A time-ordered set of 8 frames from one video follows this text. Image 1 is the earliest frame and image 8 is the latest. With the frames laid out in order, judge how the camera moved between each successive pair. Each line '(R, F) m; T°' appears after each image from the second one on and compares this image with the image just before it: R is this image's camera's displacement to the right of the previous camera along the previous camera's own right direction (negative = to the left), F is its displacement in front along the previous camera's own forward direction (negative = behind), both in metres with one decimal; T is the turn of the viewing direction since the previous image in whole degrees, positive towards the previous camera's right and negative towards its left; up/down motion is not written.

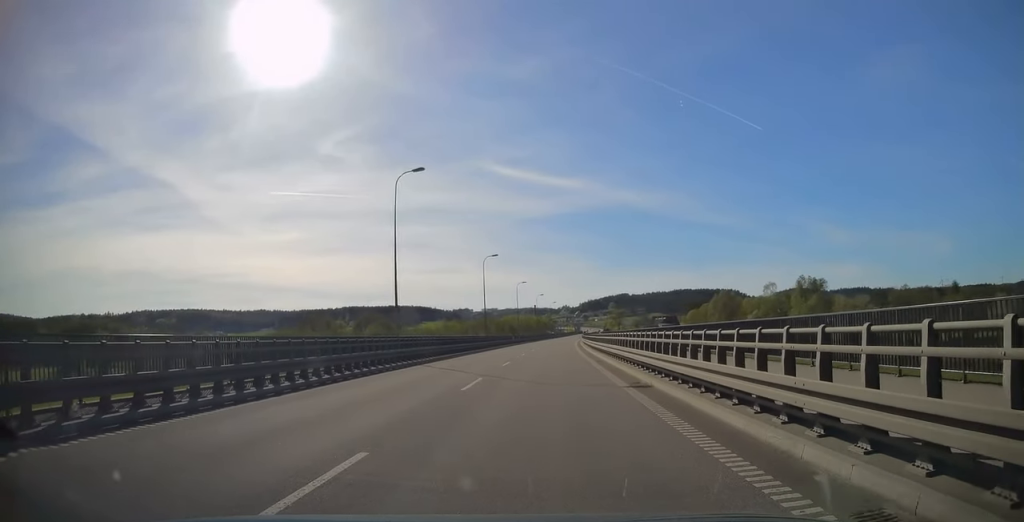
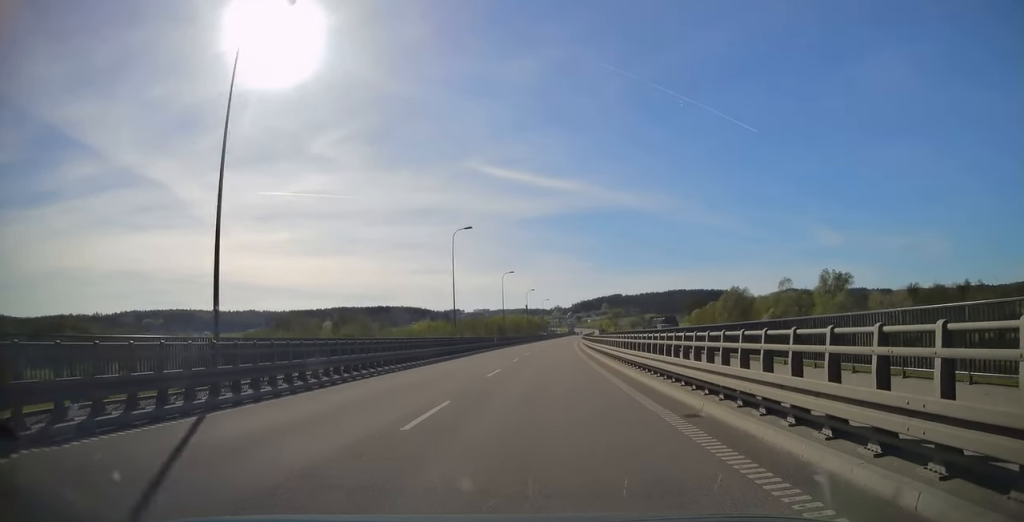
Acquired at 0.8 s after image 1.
(0.0, +18.1) m; 0°
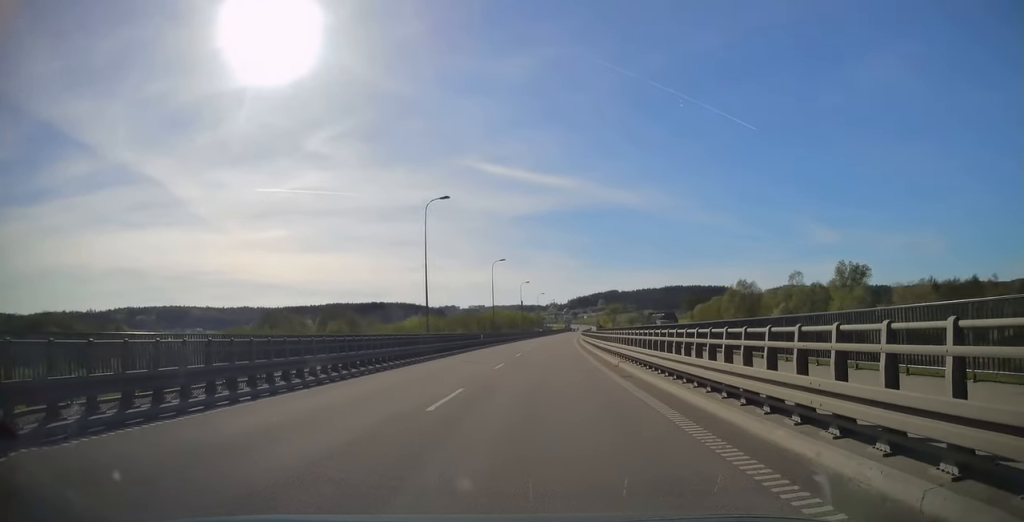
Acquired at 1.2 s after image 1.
(0.0, +10.2) m; 0°
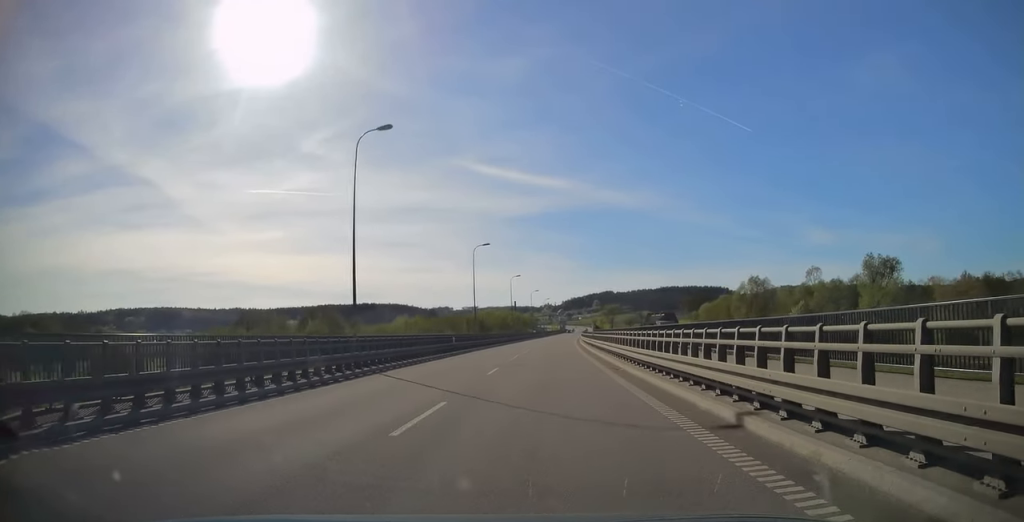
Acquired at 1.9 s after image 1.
(-0.1, +14.6) m; +1°
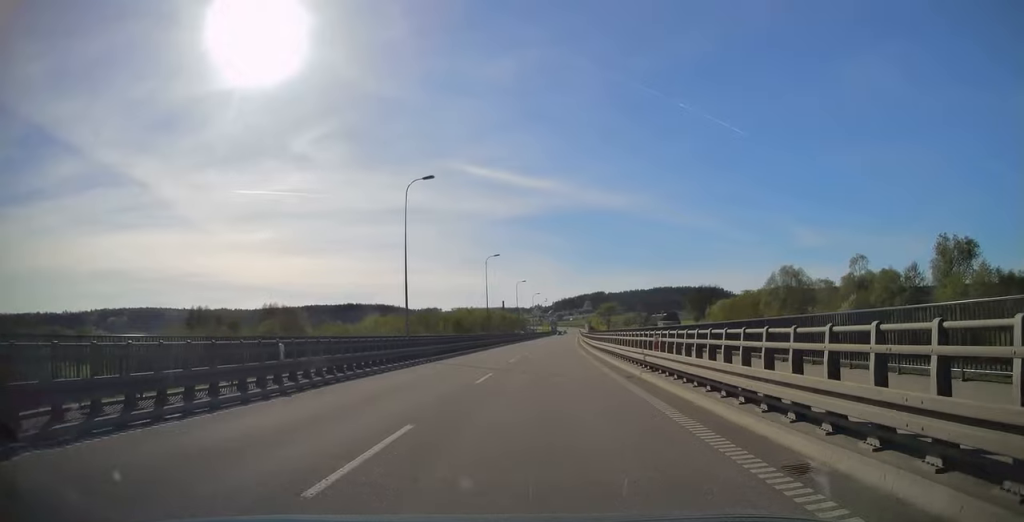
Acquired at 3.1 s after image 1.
(+0.6, +27.4) m; +1°
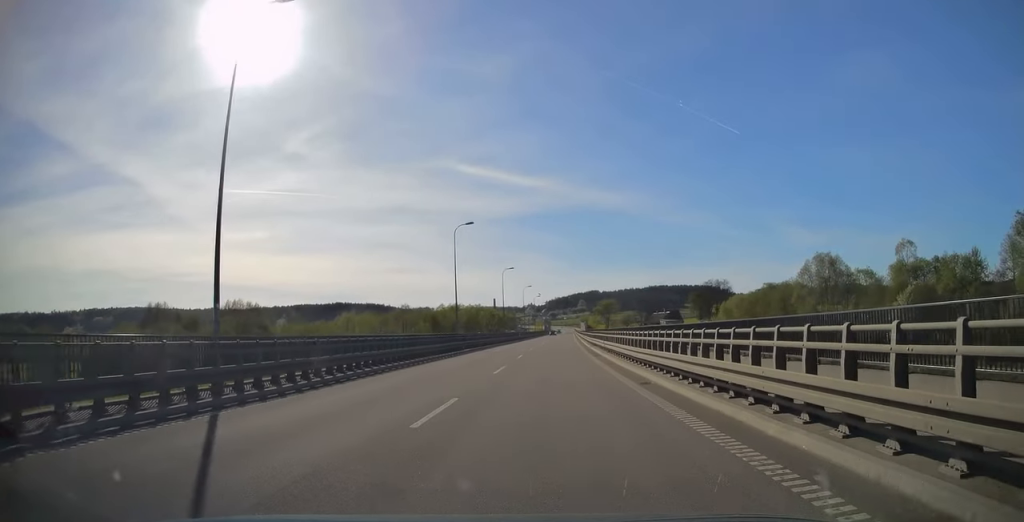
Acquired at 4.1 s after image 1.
(+0.1, +20.3) m; -1°
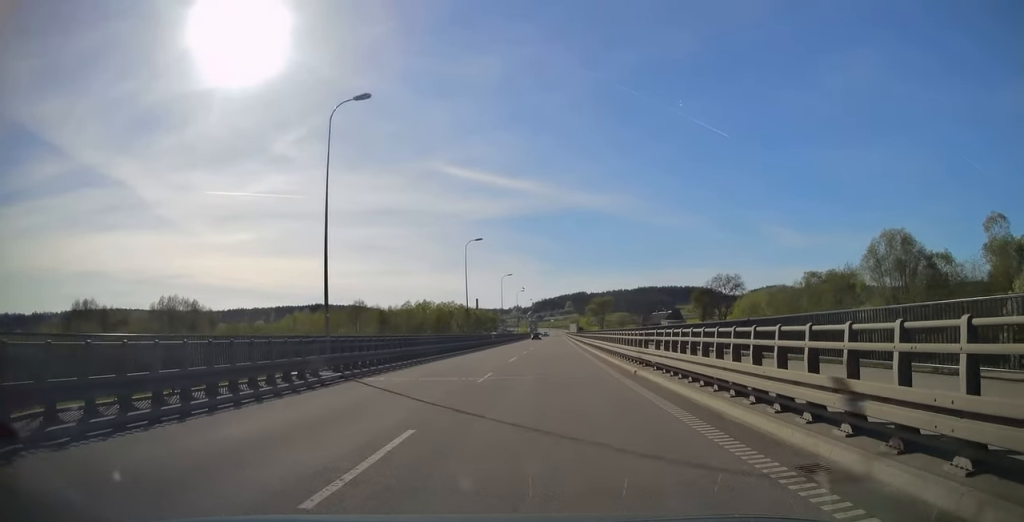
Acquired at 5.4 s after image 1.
(+0.2, +28.0) m; +2°
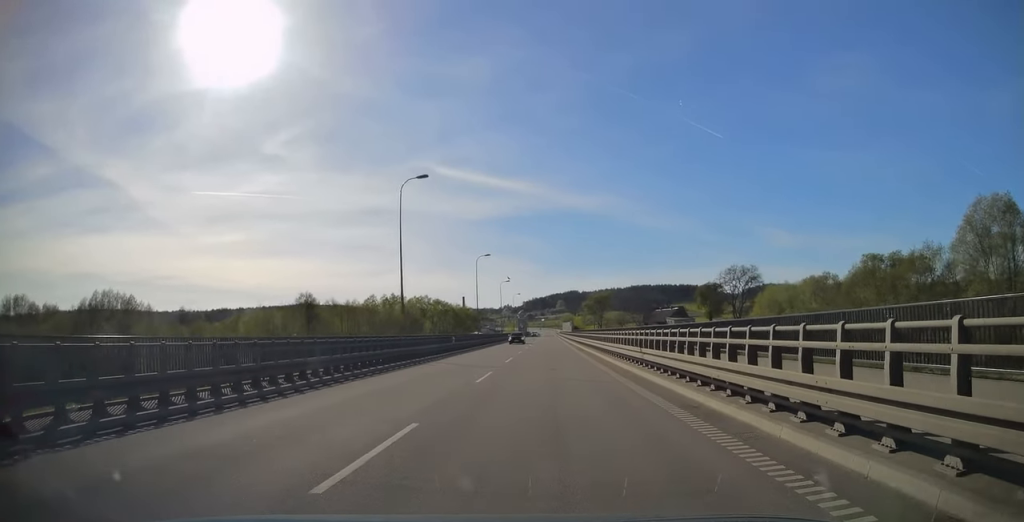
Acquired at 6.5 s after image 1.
(+0.4, +23.7) m; +1°
